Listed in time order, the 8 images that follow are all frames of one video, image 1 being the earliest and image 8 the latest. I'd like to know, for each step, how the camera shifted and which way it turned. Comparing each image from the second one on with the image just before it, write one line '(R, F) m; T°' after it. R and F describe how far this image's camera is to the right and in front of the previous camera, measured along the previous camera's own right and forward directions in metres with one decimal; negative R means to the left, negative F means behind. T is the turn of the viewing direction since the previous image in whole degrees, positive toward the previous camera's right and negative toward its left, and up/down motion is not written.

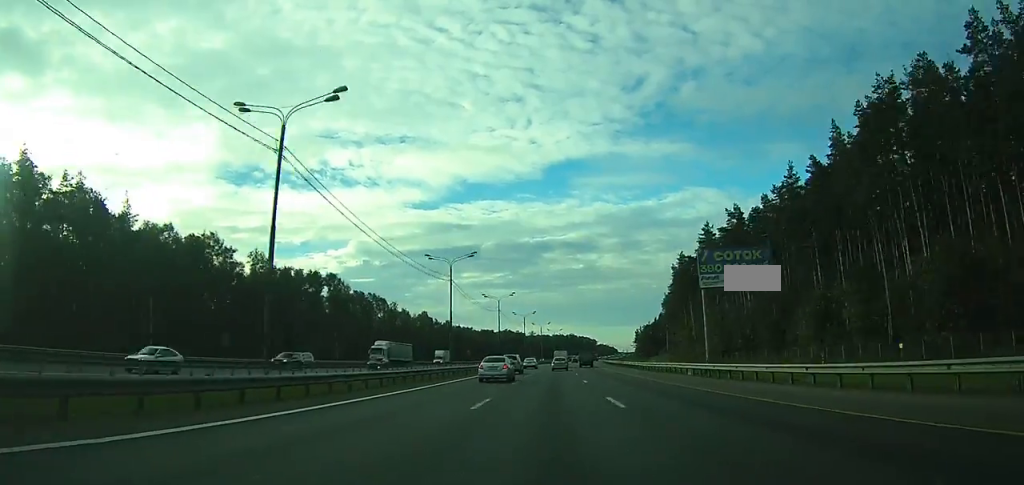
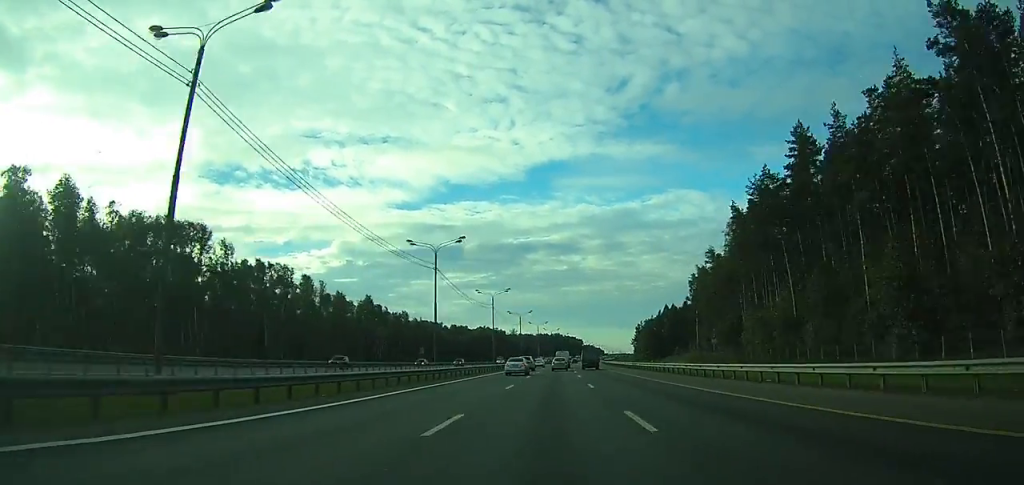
(+0.7, +51.3) m; +2°
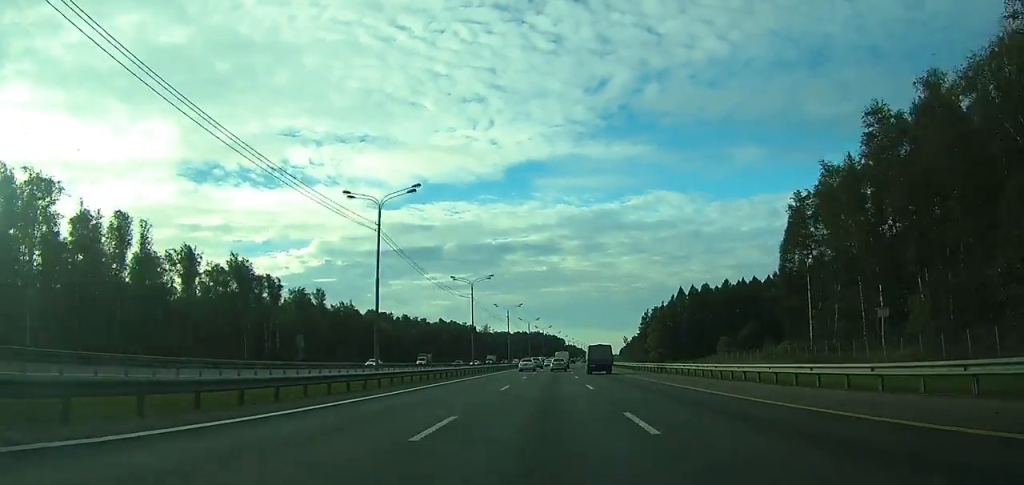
(+1.1, +64.9) m; +2°
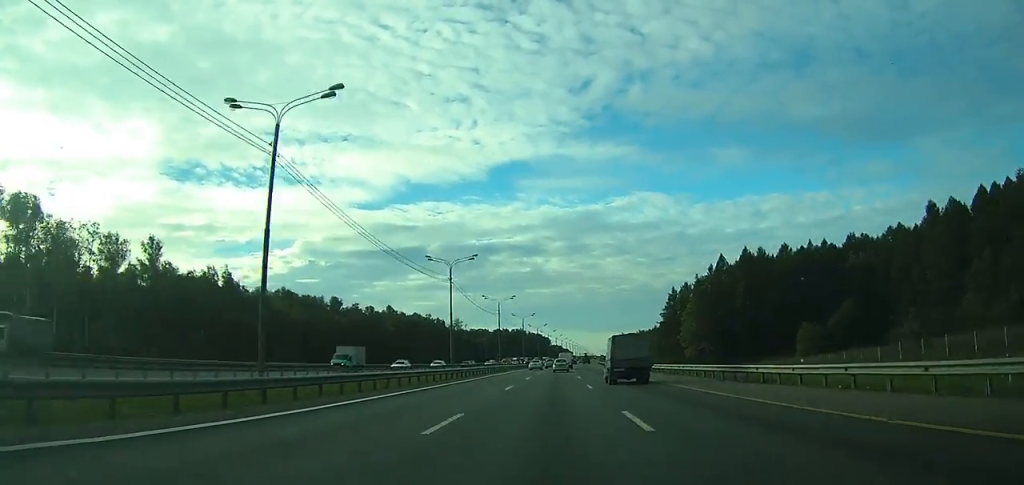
(+0.9, +65.3) m; +2°
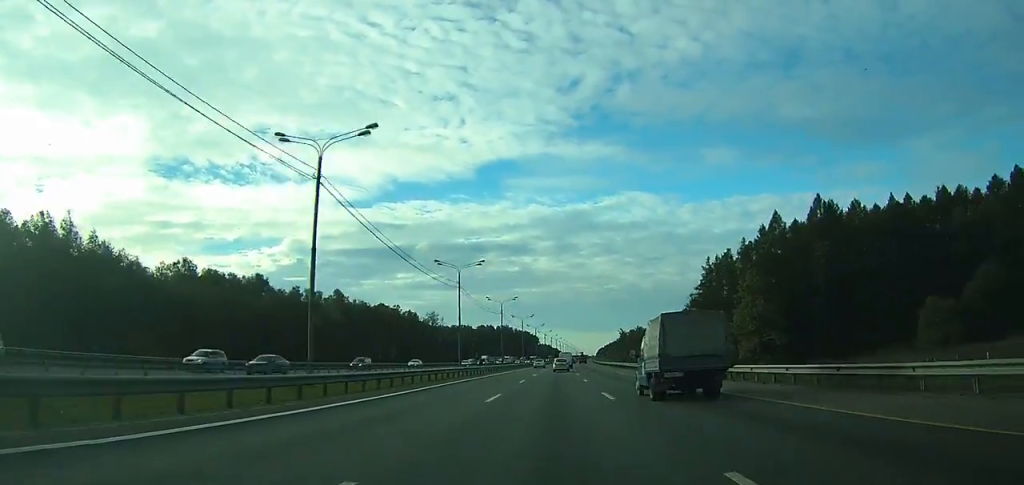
(+0.4, +40.2) m; +1°
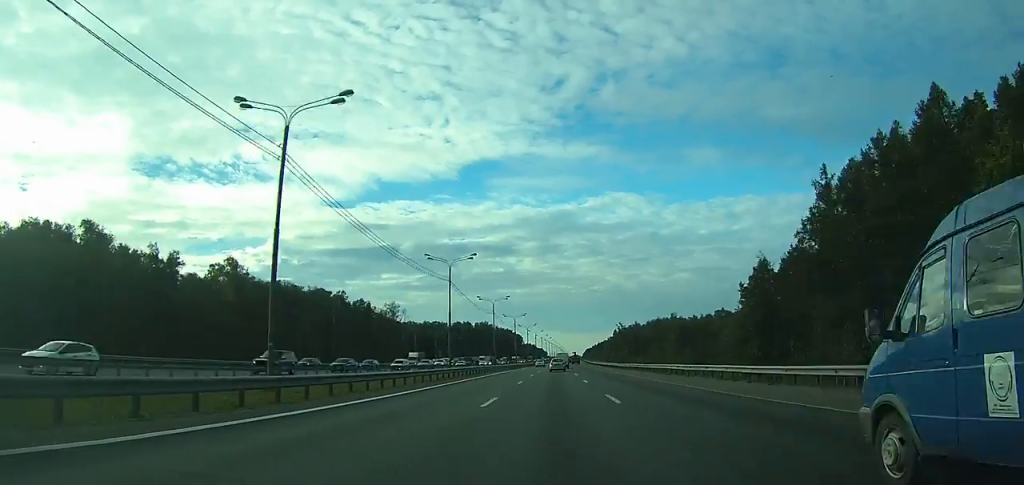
(+0.5, +47.3) m; +1°
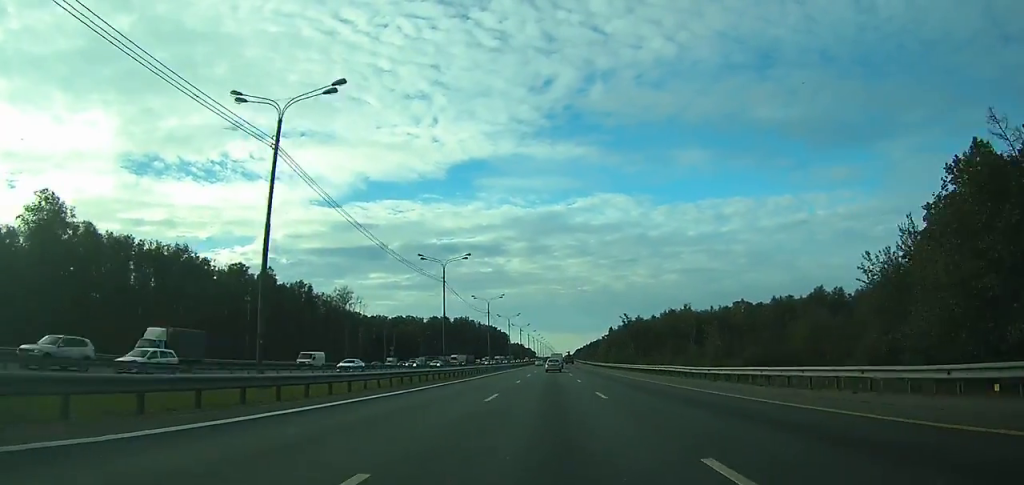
(+0.3, +41.0) m; +1°
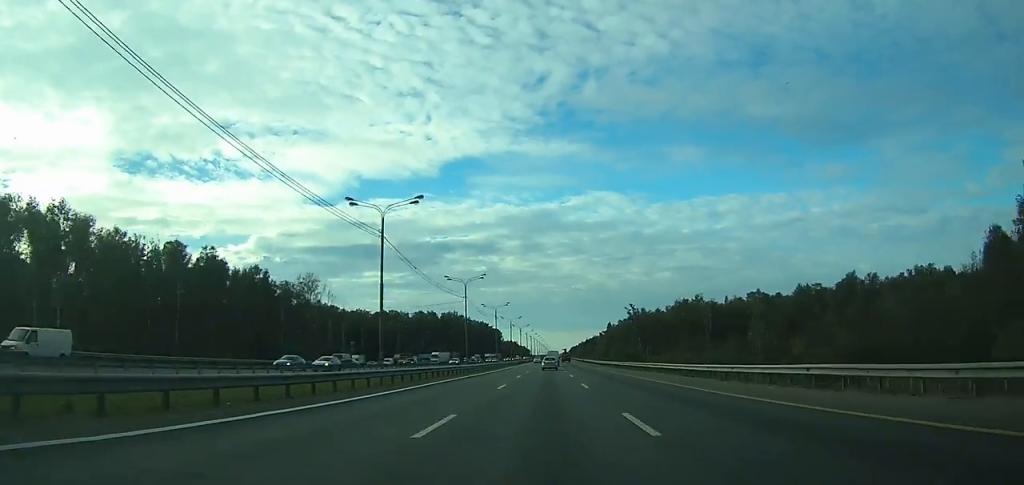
(+0.1, +20.9) m; 0°
